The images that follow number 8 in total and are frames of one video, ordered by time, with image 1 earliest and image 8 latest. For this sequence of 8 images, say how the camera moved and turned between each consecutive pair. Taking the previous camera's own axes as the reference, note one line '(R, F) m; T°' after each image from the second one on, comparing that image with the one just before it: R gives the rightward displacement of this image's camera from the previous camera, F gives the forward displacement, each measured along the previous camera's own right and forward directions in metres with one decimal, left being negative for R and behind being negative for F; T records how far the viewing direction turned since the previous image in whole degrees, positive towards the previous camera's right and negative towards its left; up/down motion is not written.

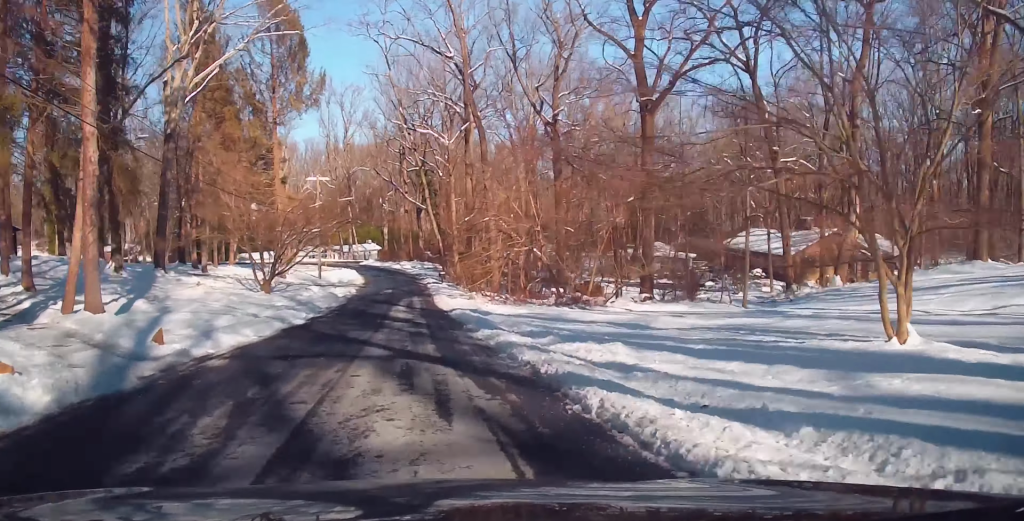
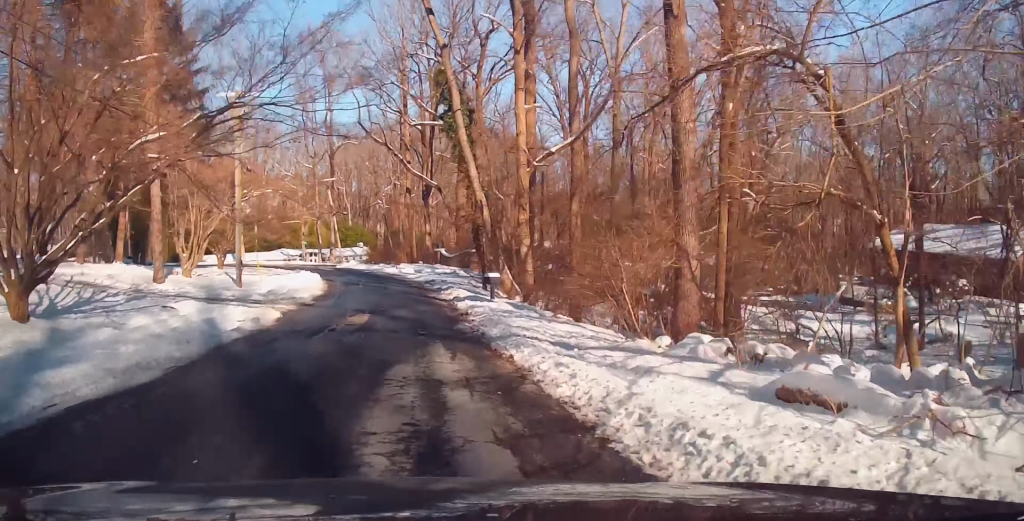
(+0.7, +30.8) m; +1°
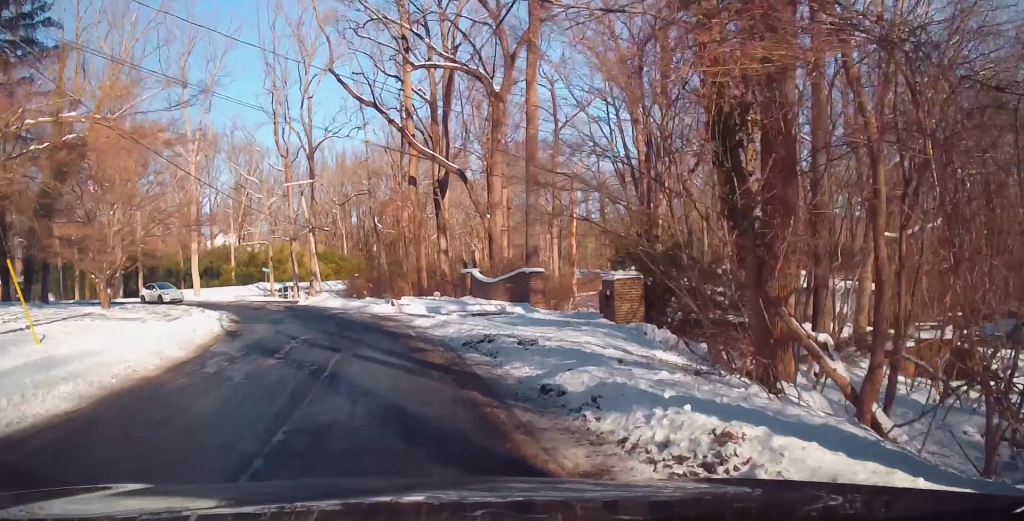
(-0.6, +22.6) m; -3°
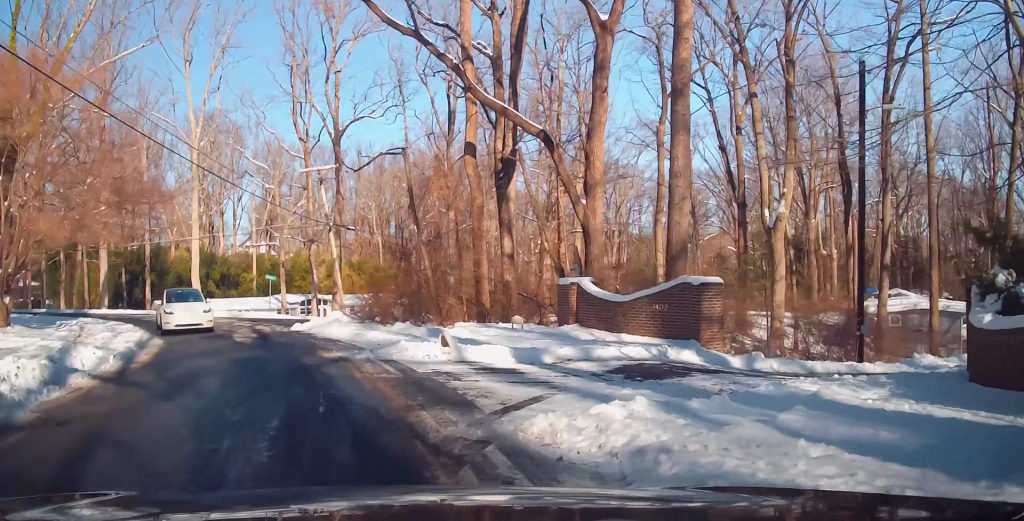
(-0.3, +14.3) m; -6°
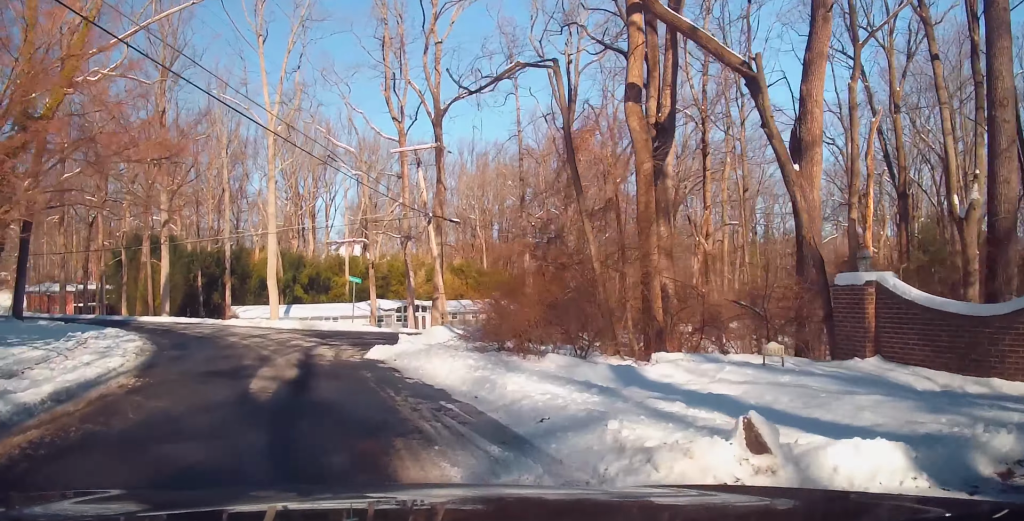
(-1.2, +12.6) m; -14°
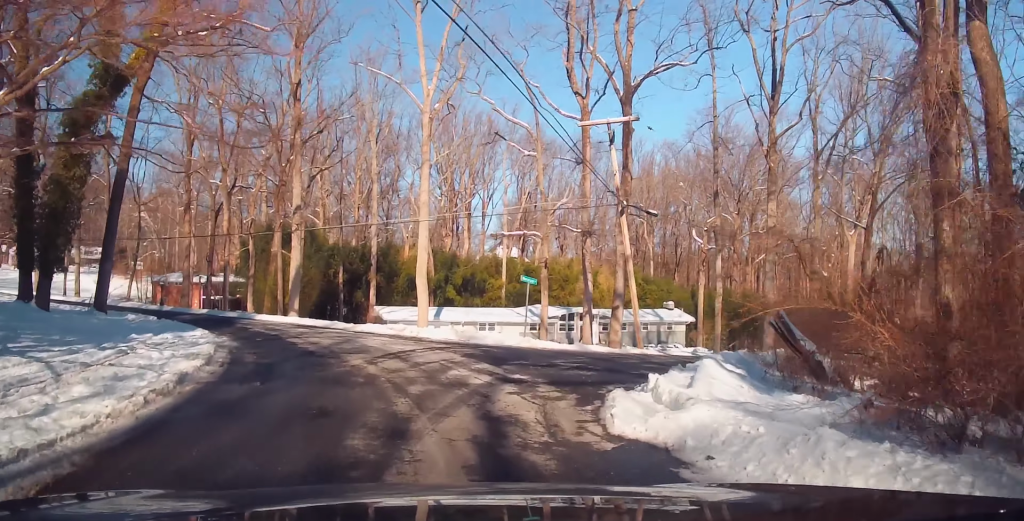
(-1.4, +9.7) m; -4°
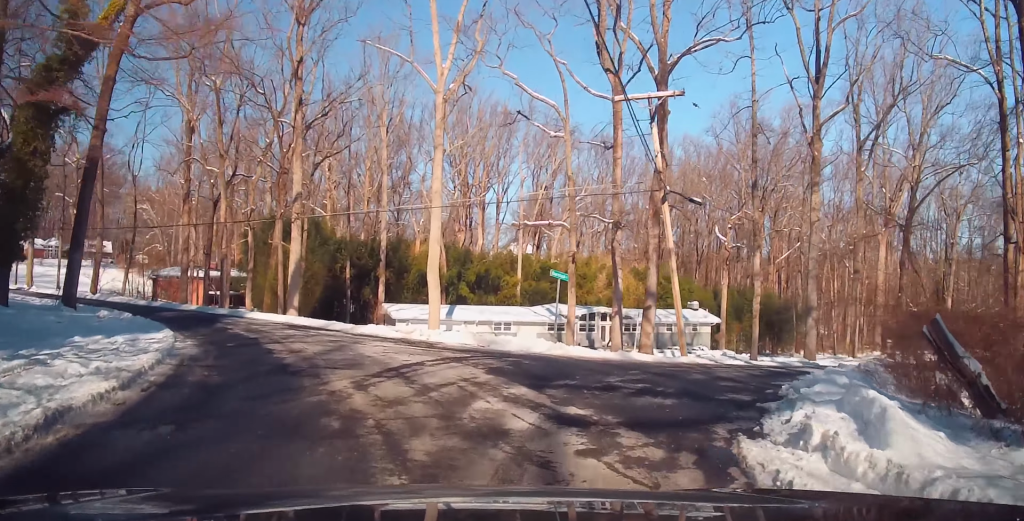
(-0.5, +4.2) m; +4°
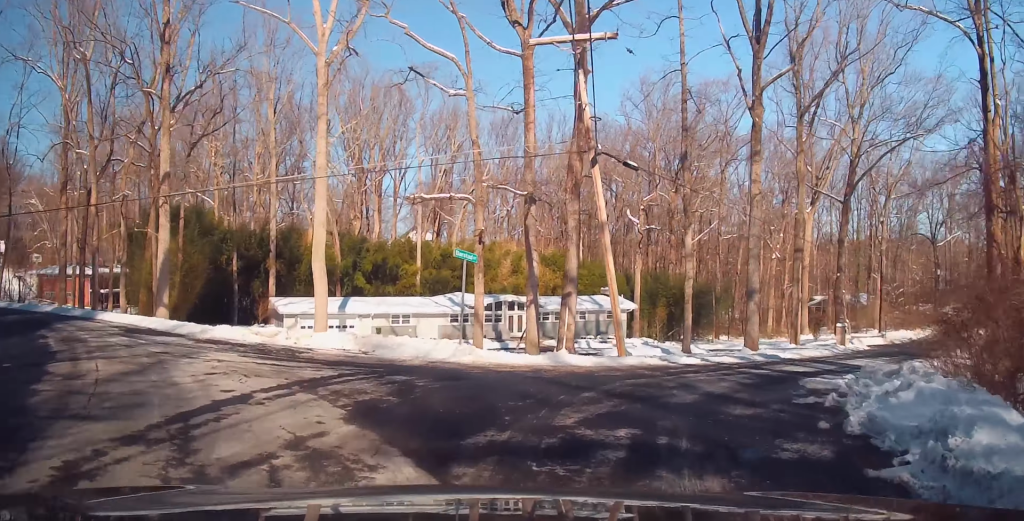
(+1.0, +5.6) m; +15°
